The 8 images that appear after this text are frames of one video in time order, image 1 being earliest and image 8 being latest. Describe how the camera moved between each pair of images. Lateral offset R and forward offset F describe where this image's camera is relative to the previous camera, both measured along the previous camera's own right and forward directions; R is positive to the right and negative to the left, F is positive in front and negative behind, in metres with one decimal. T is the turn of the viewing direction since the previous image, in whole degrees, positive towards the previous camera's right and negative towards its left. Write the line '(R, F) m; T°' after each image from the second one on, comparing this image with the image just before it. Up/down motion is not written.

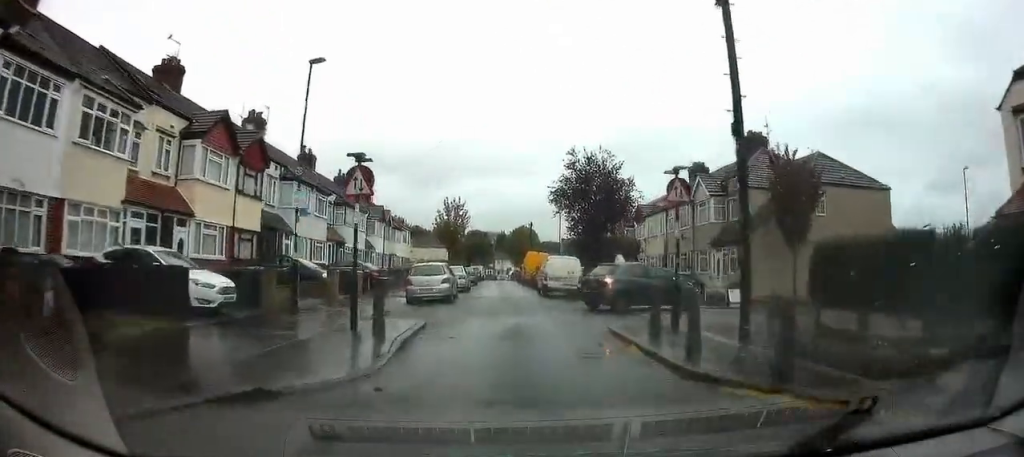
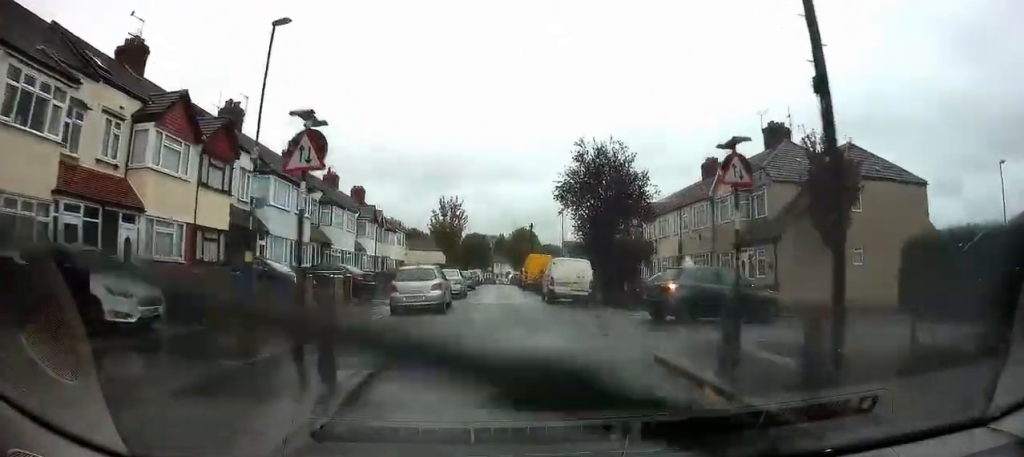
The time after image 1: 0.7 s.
(0.0, +3.4) m; -1°
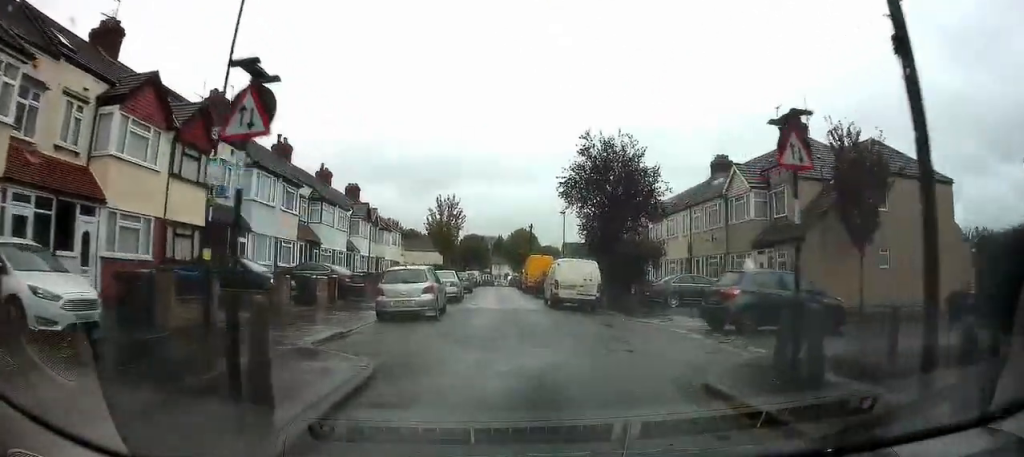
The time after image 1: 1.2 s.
(0.0, +2.2) m; -1°
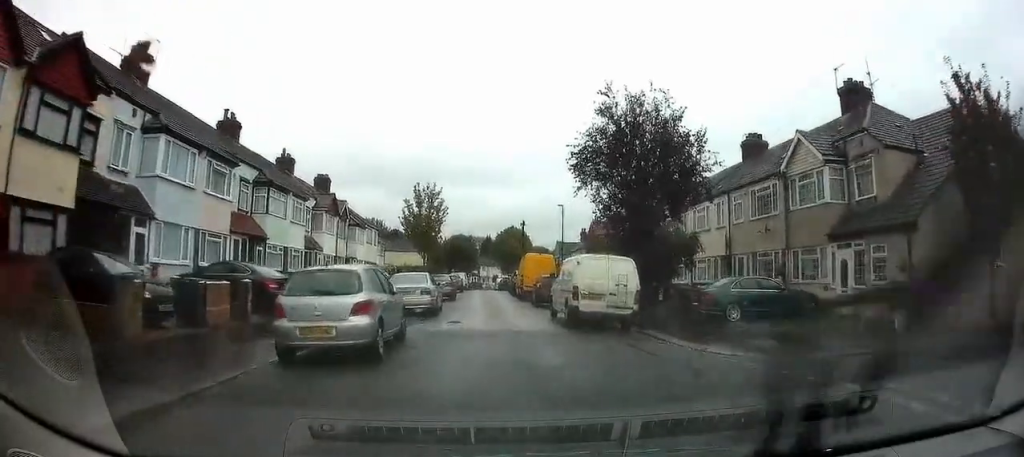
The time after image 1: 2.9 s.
(-0.2, +7.8) m; -1°
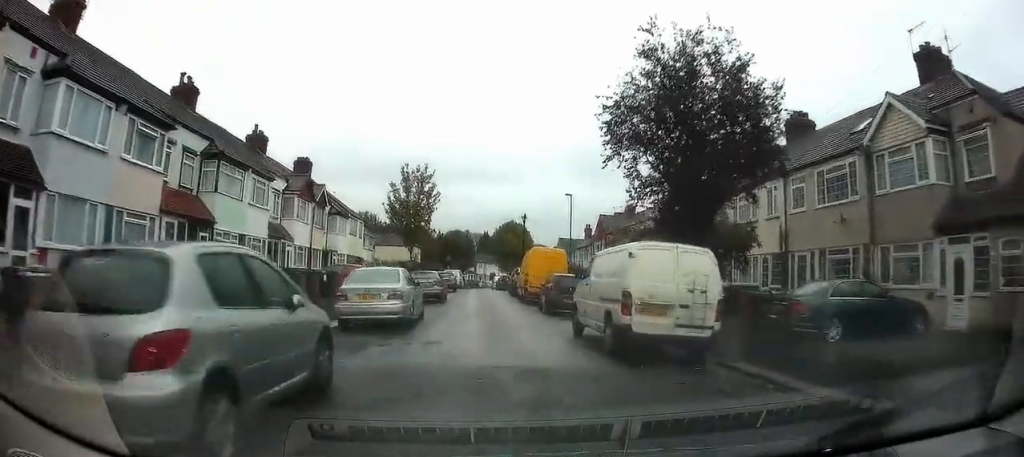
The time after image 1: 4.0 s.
(0.0, +5.1) m; +1°
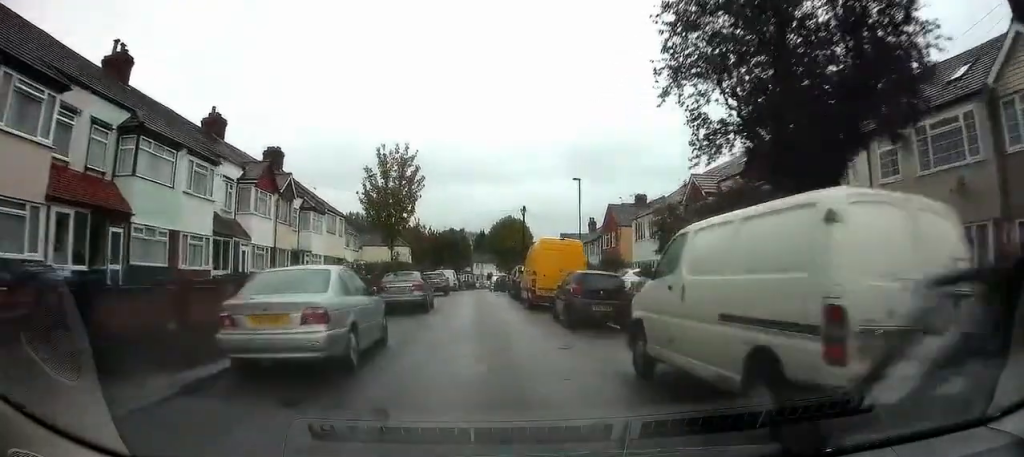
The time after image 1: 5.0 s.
(+0.1, +5.5) m; +2°
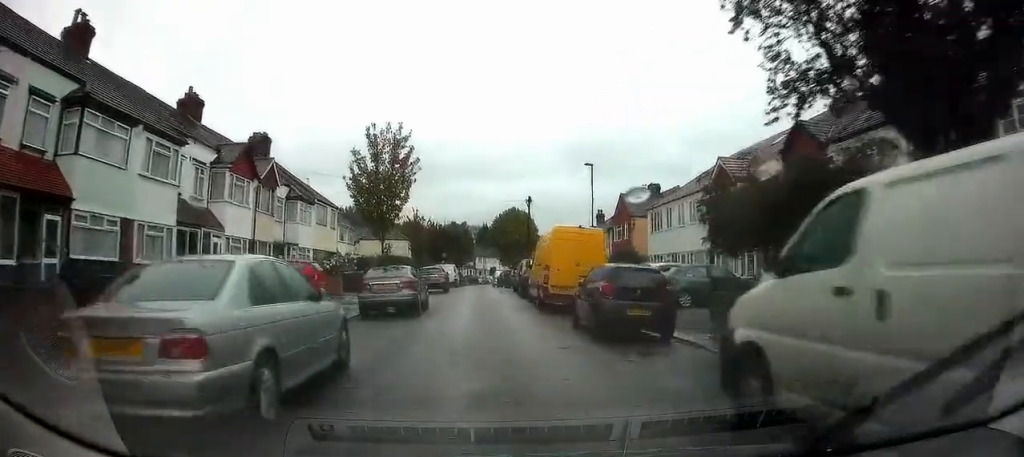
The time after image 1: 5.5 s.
(0.0, +3.2) m; +1°
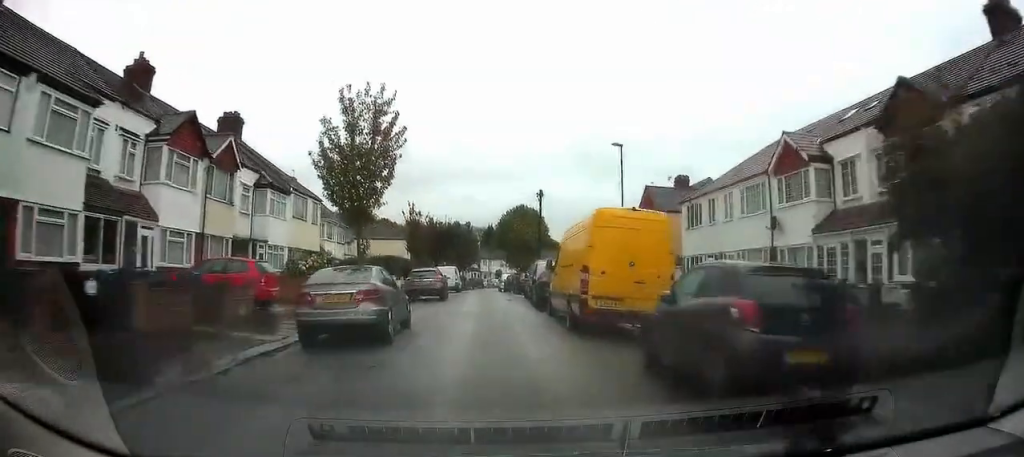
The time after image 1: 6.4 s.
(0.0, +5.8) m; +1°
